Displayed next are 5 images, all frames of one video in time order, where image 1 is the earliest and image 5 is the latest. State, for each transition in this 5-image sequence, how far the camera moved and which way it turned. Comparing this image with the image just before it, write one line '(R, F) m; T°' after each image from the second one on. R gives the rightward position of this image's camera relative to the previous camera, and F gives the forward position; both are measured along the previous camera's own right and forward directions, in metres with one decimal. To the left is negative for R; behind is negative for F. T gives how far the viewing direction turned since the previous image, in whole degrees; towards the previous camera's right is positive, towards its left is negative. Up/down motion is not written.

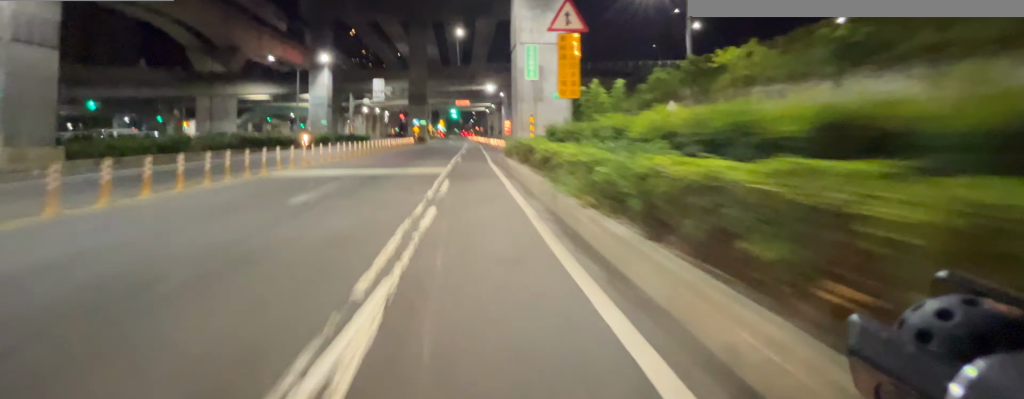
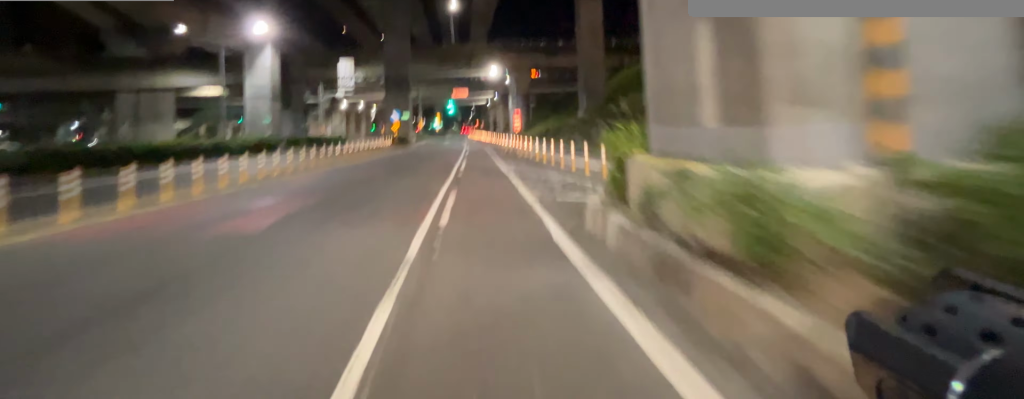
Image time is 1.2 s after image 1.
(0.0, +12.6) m; 0°
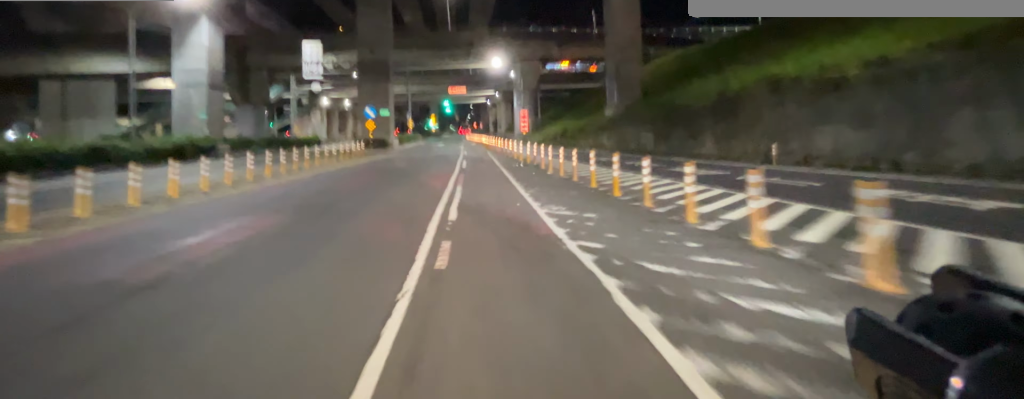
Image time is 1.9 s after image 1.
(0.0, +8.6) m; 0°
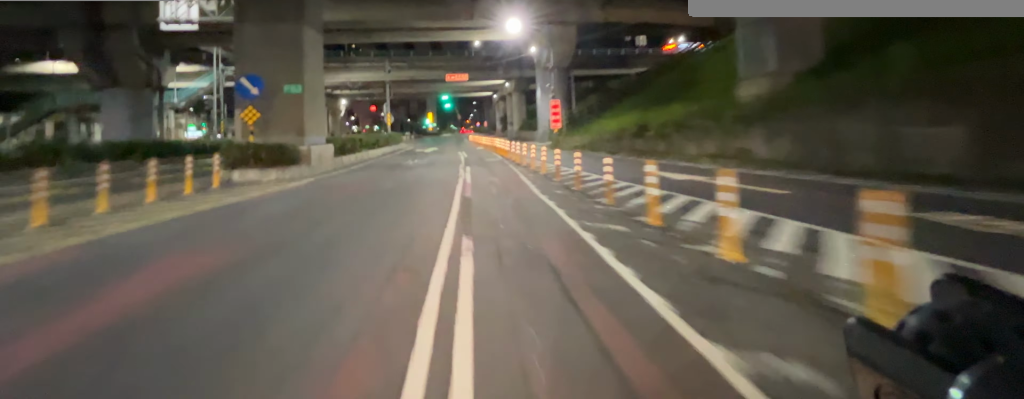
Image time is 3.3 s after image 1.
(+0.1, +14.4) m; 0°
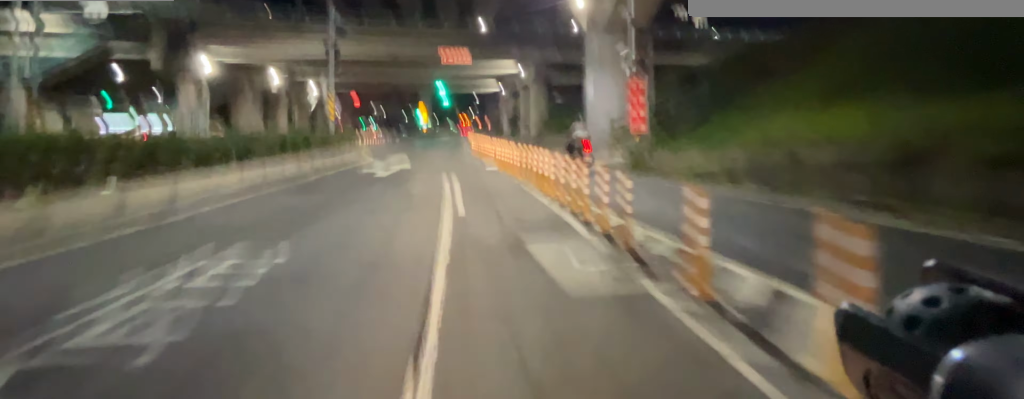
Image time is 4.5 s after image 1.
(-0.1, +11.8) m; -2°
